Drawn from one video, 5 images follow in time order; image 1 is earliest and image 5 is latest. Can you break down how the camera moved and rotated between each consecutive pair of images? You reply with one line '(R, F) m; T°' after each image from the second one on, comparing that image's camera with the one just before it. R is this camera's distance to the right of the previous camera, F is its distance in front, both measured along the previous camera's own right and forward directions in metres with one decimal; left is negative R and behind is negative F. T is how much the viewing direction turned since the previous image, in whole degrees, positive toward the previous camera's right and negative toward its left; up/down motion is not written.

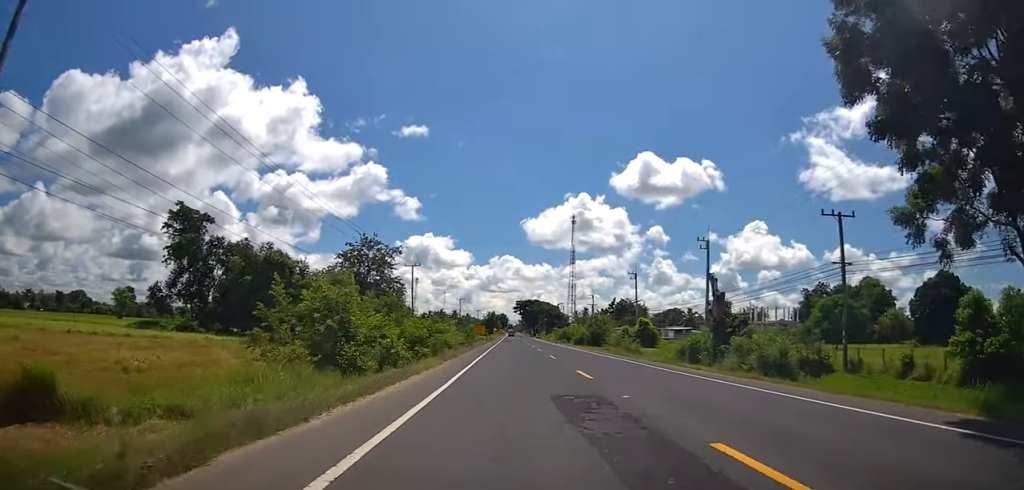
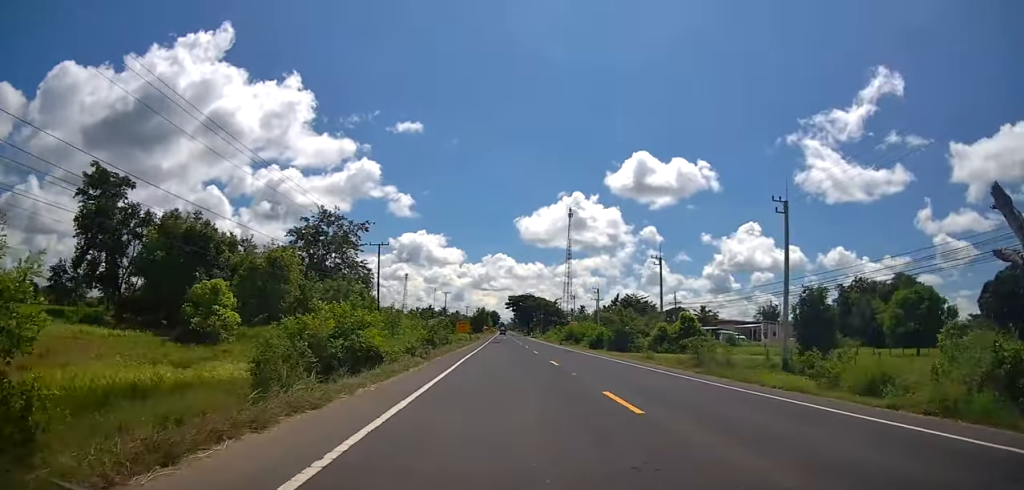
(0.0, +19.0) m; 0°
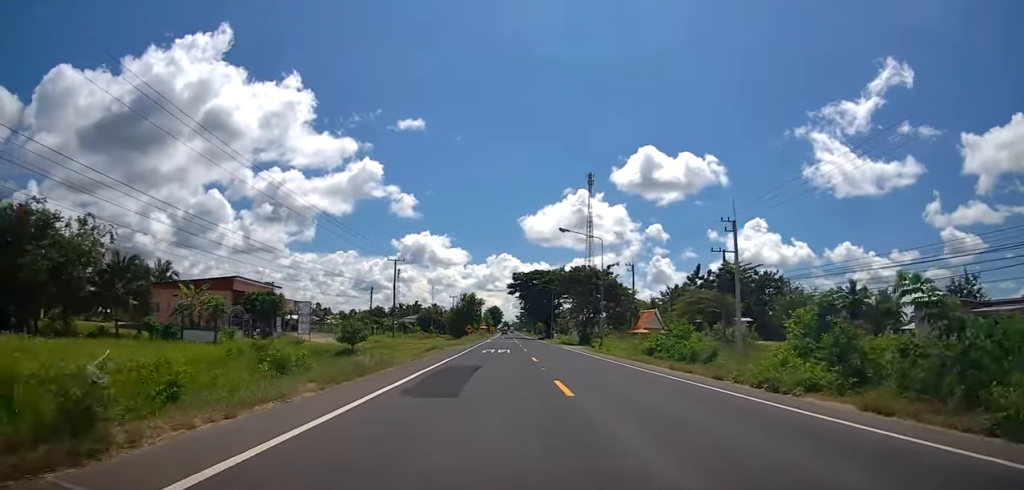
(0.0, +71.6) m; 0°
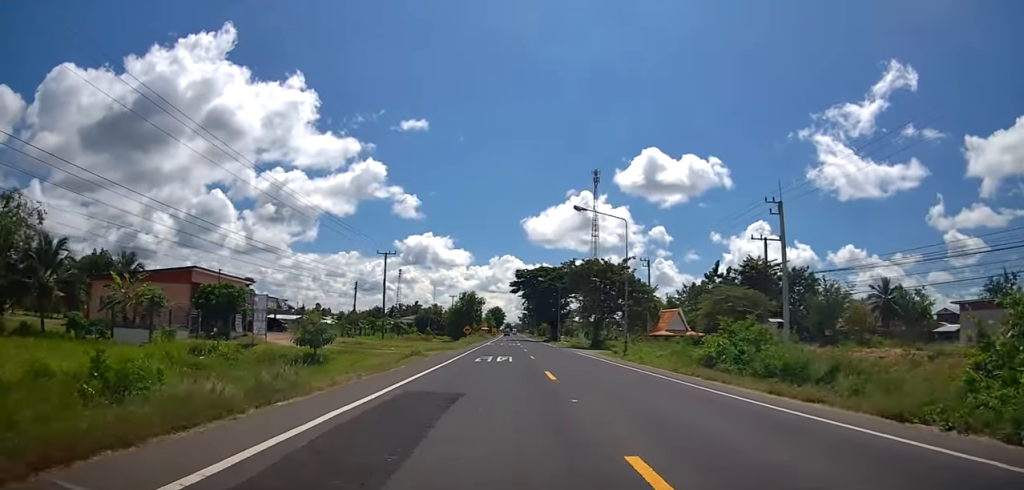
(0.0, +8.2) m; 0°
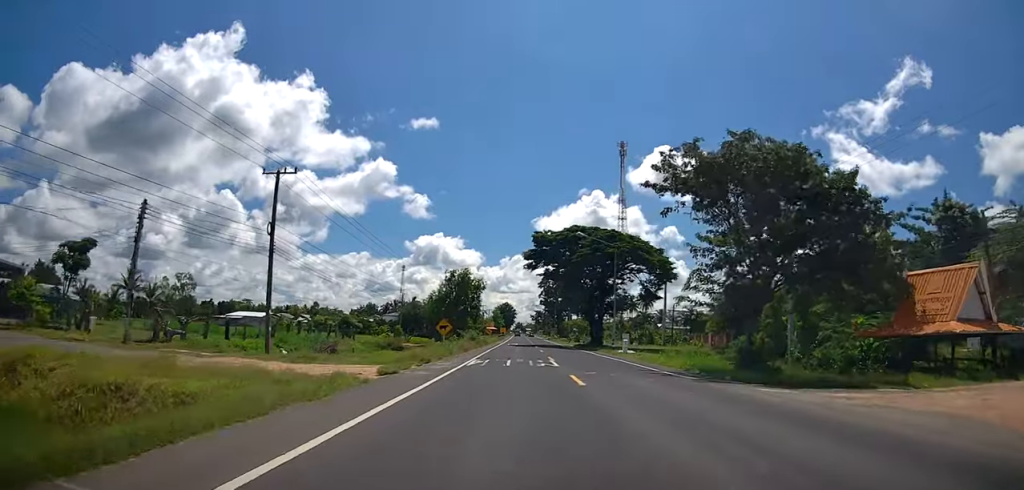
(0.0, +37.9) m; 0°
